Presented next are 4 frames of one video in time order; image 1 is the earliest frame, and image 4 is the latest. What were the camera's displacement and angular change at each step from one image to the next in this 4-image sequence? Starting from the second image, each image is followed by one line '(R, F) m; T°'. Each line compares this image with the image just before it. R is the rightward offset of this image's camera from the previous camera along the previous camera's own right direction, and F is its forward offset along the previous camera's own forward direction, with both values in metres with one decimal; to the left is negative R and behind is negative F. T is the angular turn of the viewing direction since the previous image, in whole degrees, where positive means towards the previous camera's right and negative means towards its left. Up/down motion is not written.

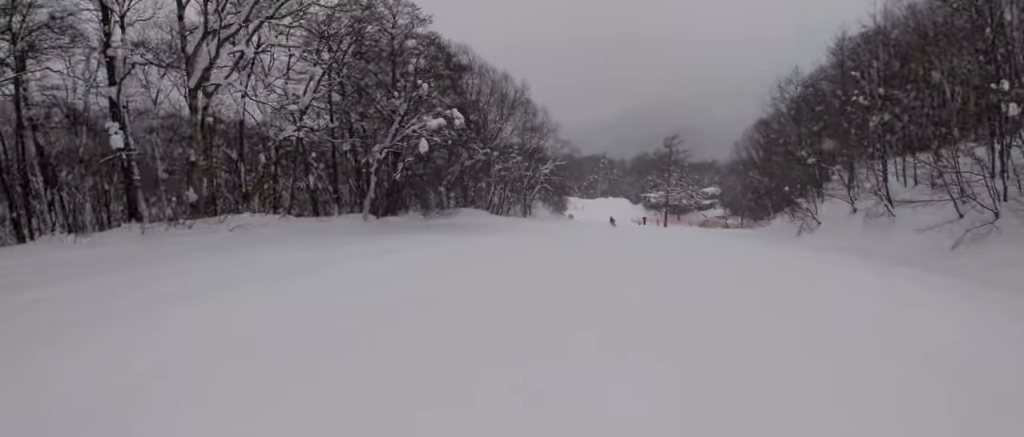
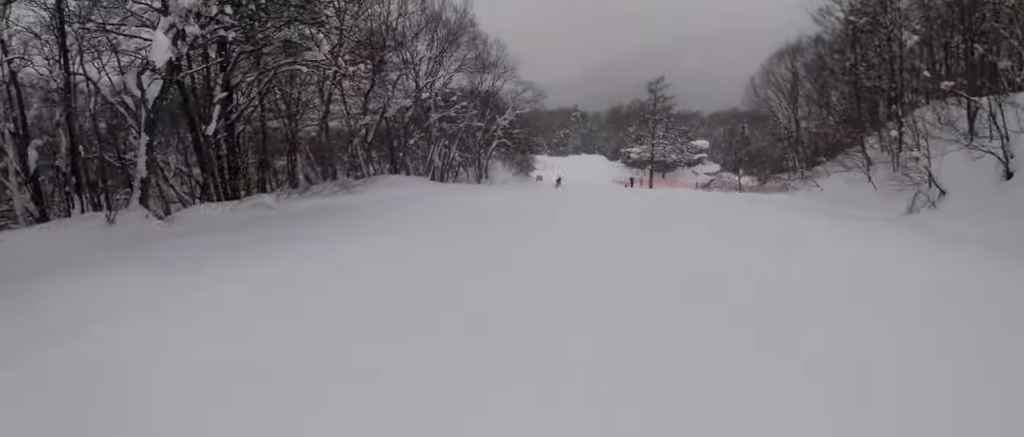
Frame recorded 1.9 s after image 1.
(-0.6, +17.8) m; -9°
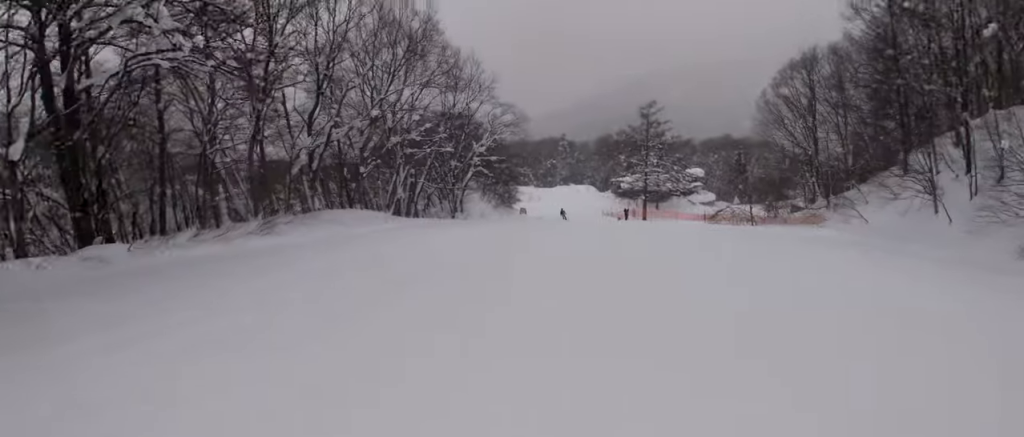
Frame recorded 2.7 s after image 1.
(0.0, +8.5) m; 0°
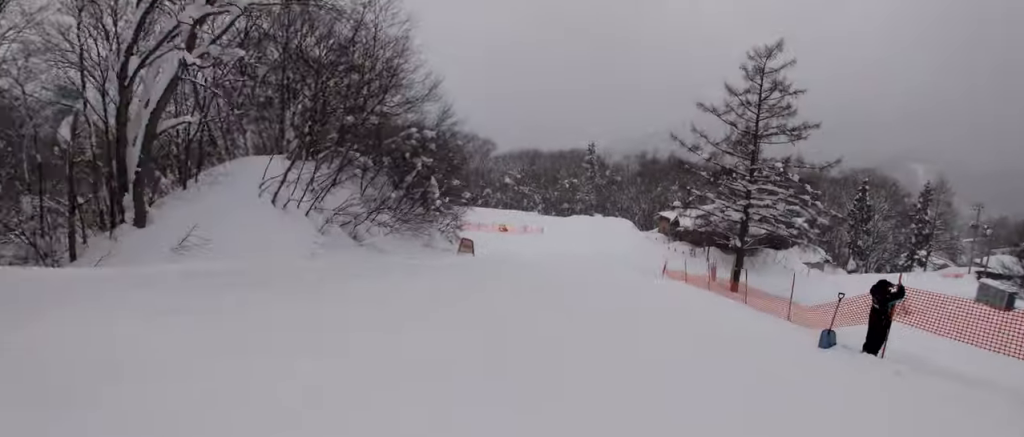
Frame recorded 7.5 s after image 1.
(+6.0, +47.3) m; +2°
